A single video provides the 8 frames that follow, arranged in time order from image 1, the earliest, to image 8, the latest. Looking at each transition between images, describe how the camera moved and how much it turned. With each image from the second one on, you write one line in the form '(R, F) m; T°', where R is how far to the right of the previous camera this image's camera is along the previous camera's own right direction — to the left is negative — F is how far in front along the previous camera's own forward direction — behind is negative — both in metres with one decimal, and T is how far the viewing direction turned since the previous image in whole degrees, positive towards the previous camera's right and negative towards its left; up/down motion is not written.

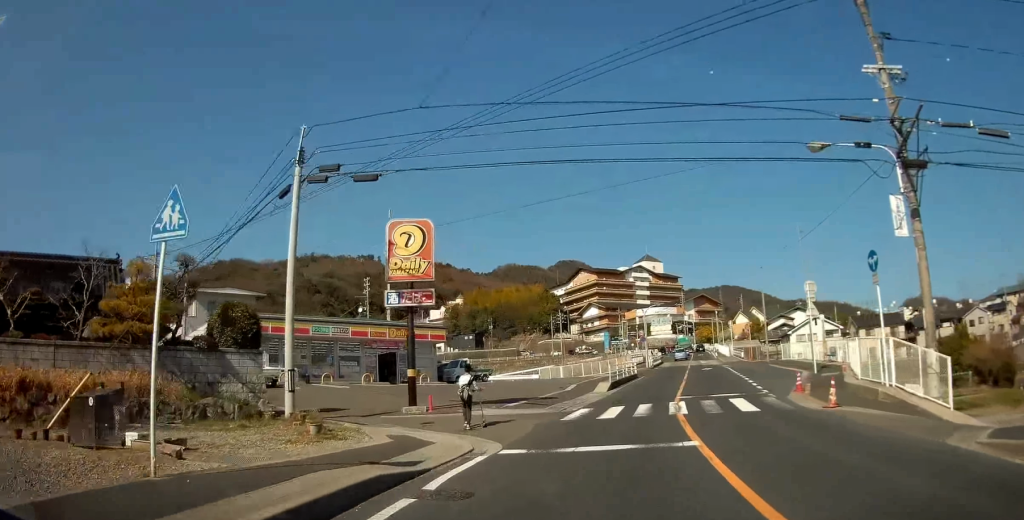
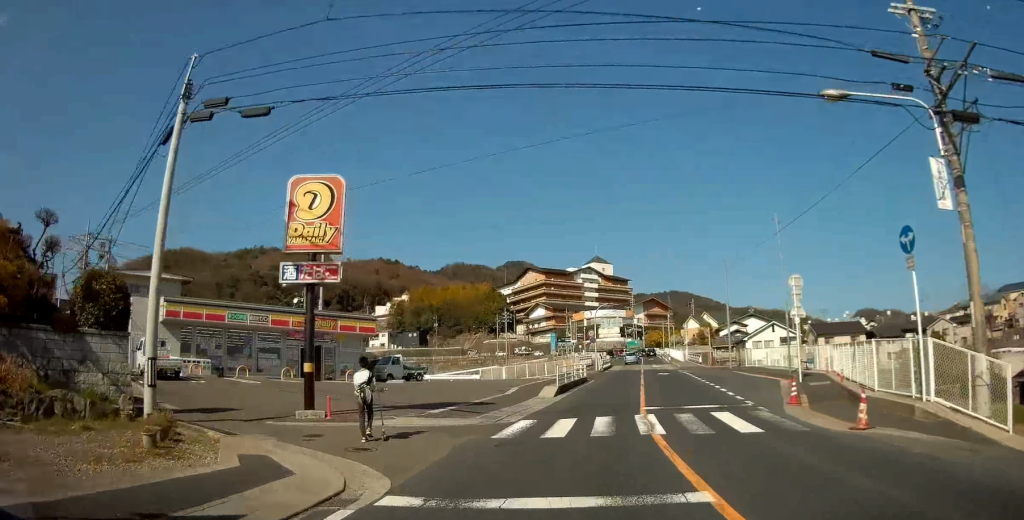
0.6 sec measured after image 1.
(+0.1, +4.9) m; +6°
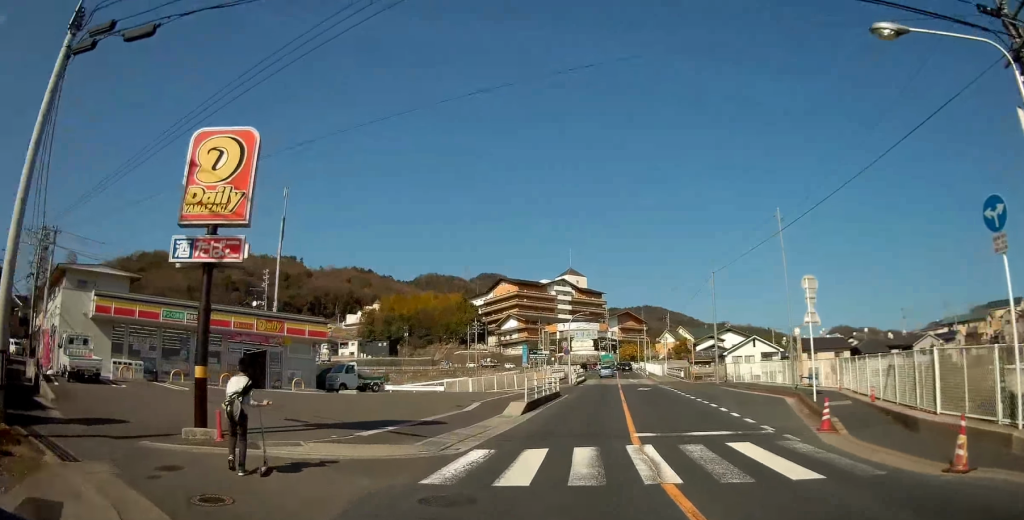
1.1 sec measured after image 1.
(+0.5, +4.3) m; +3°
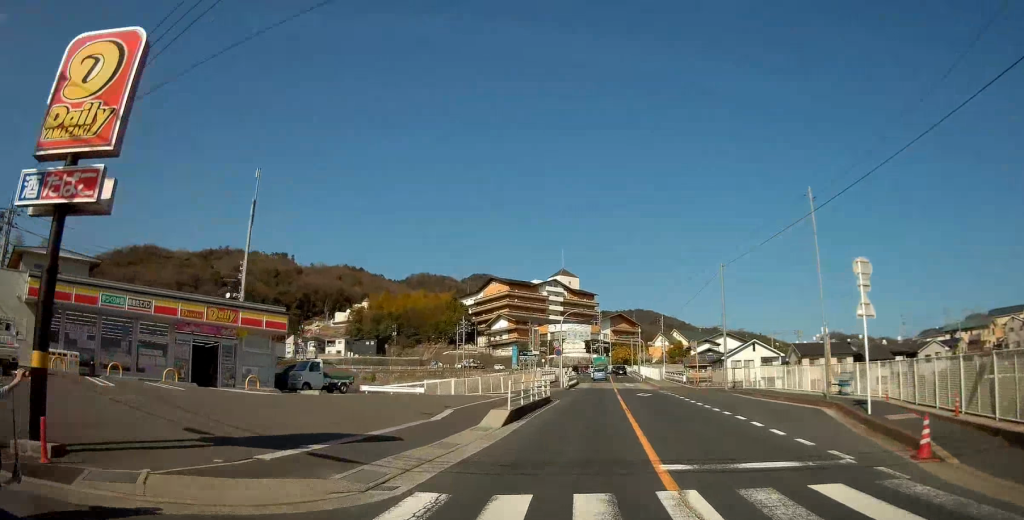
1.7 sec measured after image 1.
(+0.2, +4.4) m; +2°
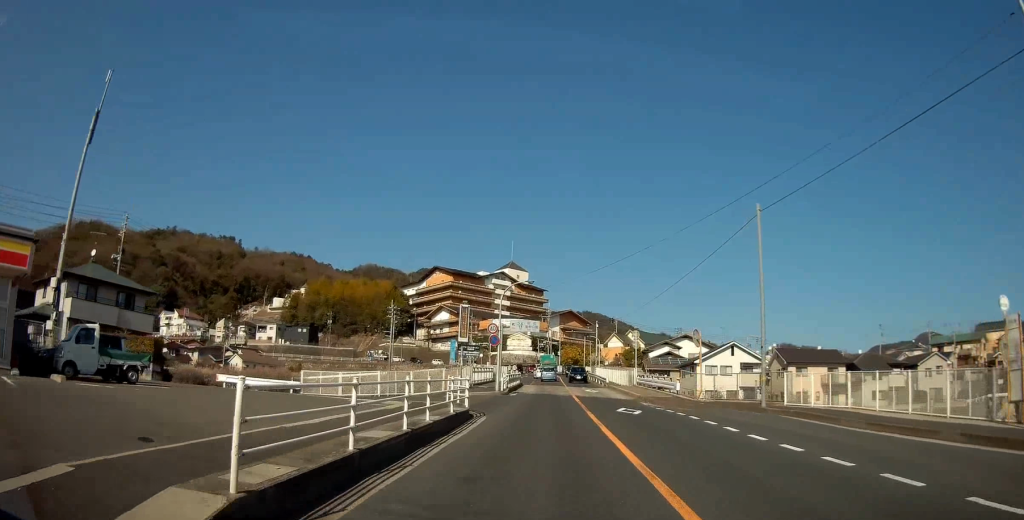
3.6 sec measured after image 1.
(-0.3, +15.1) m; +1°
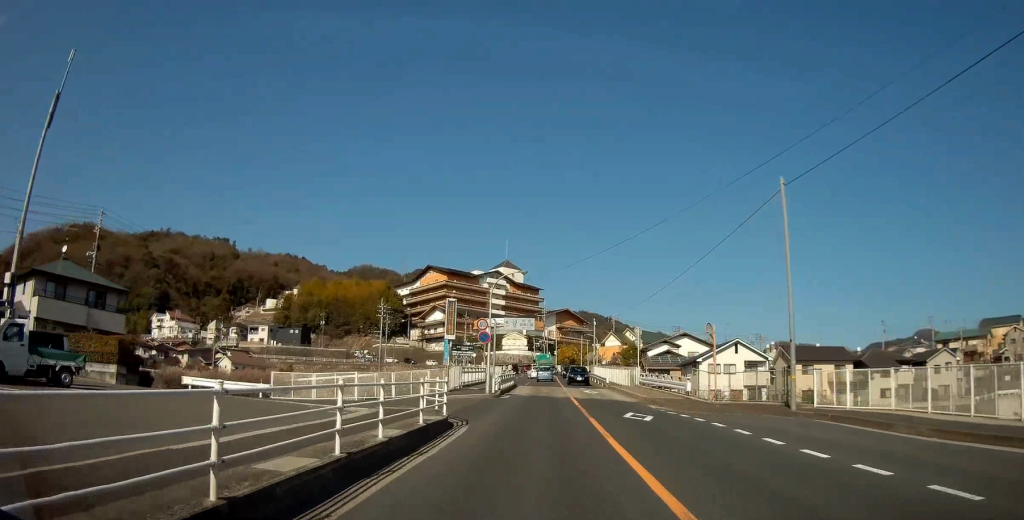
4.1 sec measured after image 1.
(+0.1, +3.4) m; +3°
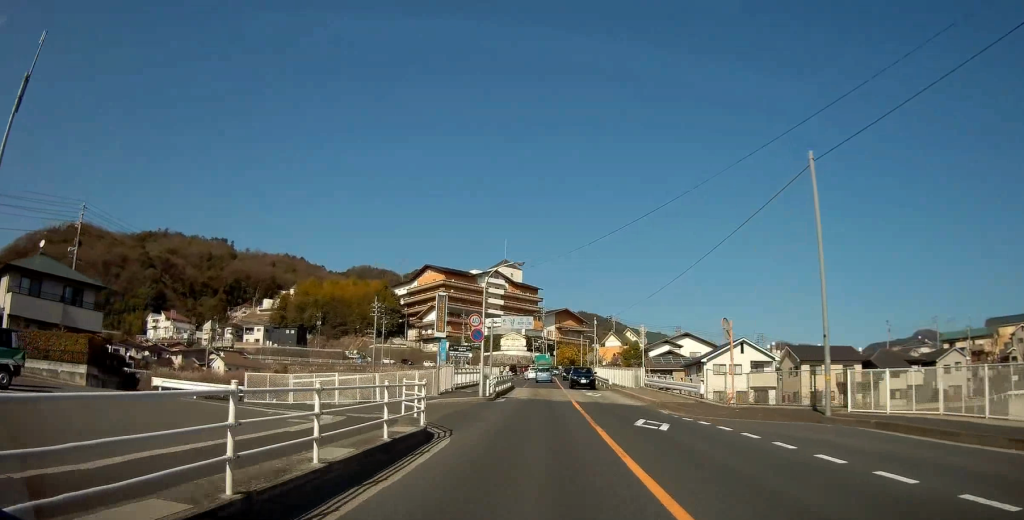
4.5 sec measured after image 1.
(0.0, +2.9) m; +2°
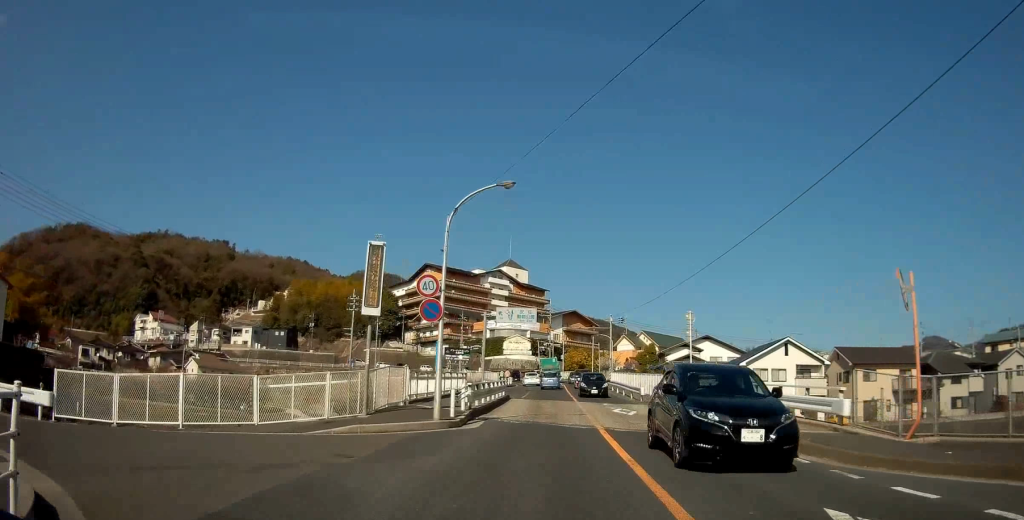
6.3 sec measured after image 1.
(+0.3, +12.5) m; -4°
